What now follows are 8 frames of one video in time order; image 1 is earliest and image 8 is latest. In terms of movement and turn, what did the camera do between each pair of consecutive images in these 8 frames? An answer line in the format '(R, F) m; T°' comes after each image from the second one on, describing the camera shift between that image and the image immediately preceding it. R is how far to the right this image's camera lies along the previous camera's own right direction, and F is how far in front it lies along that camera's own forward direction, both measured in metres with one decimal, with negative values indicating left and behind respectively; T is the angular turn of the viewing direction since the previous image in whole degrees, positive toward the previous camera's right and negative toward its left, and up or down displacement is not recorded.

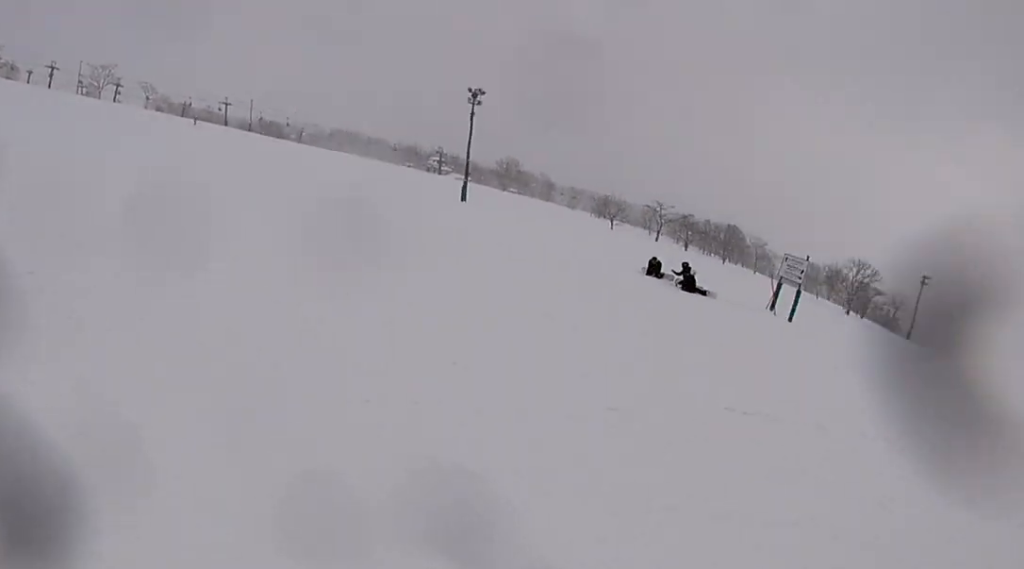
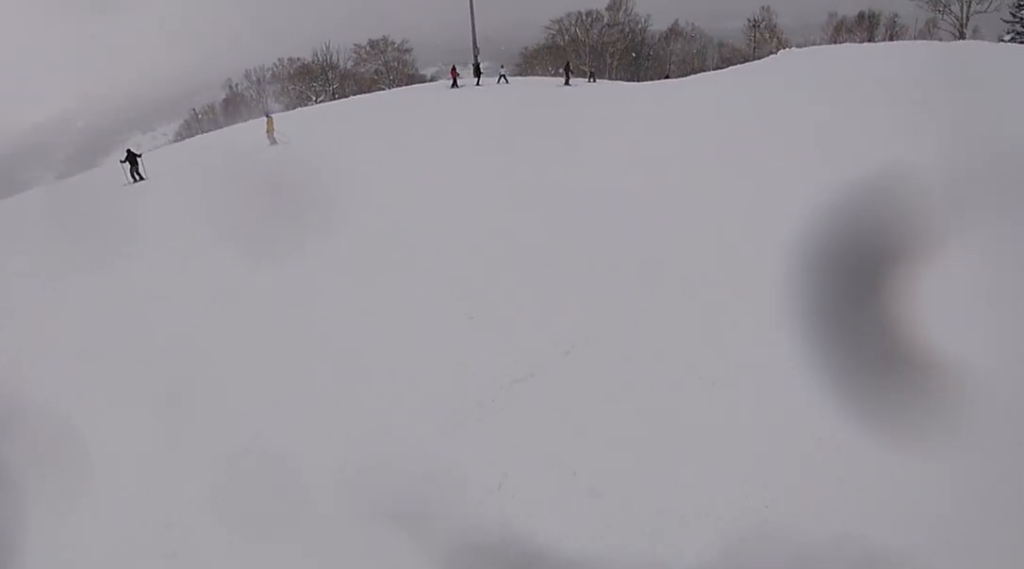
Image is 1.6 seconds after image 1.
(-0.1, +10.1) m; +13°
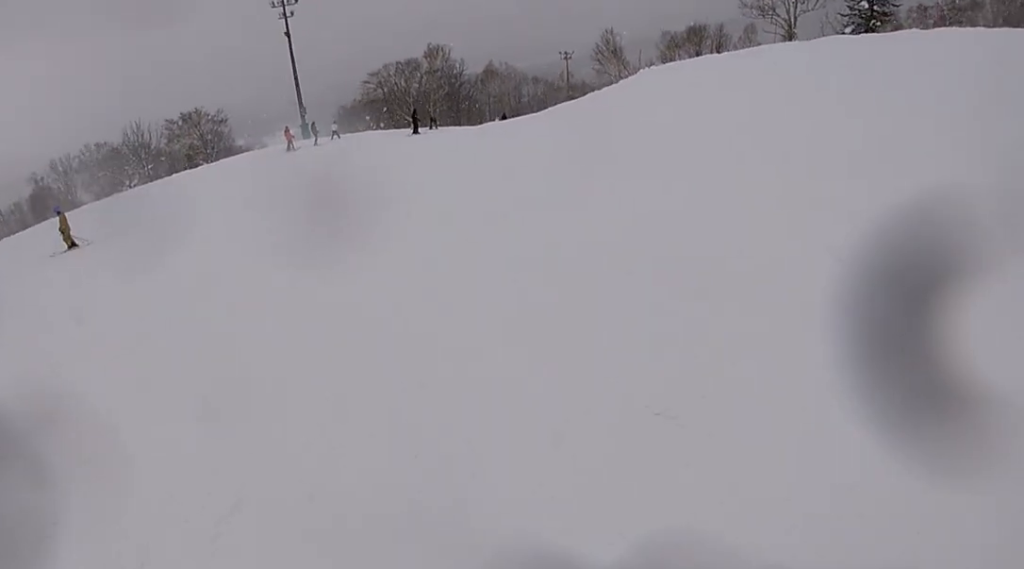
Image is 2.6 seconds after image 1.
(+0.8, +6.2) m; +29°
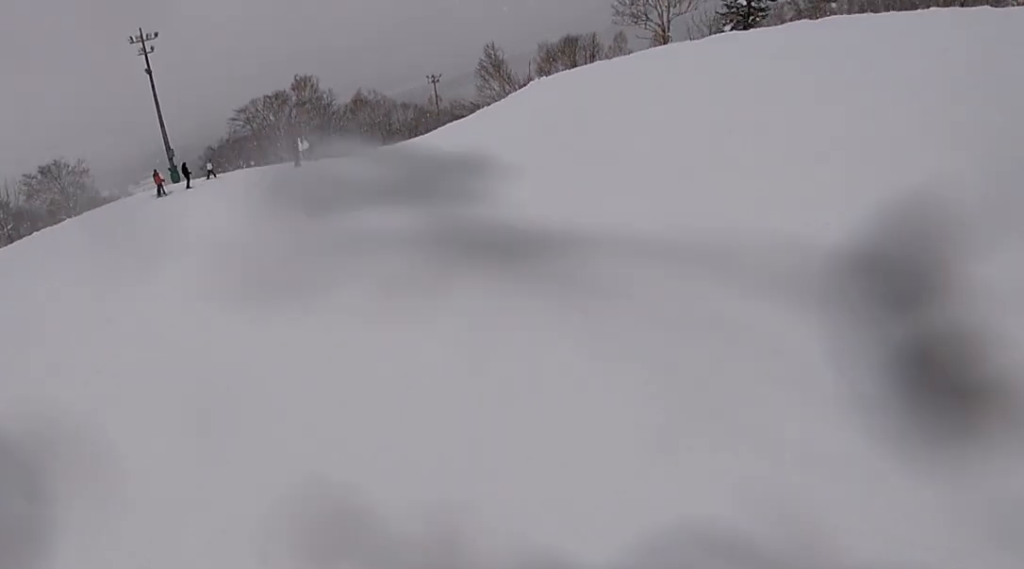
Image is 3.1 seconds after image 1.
(+0.7, +3.1) m; +15°
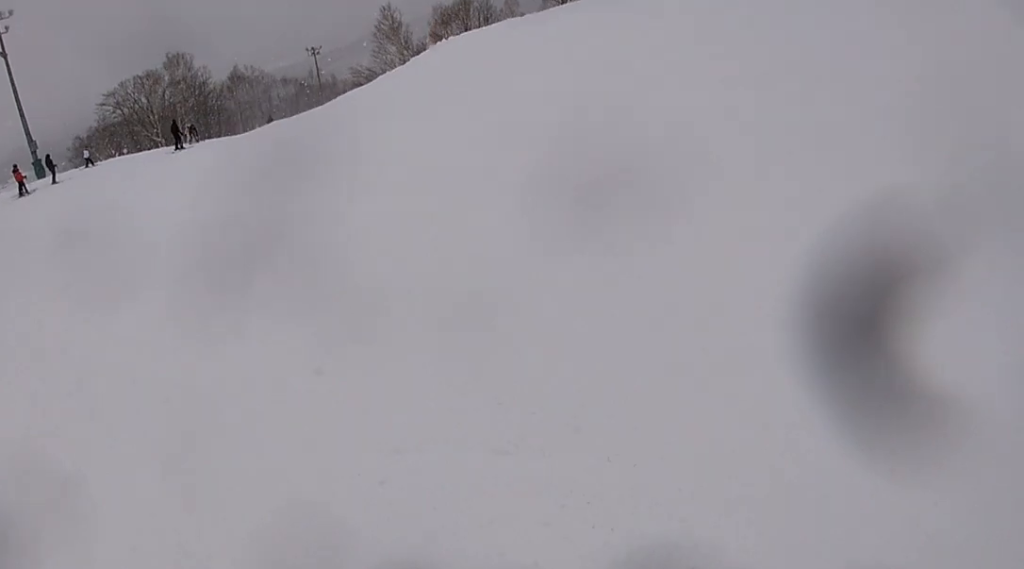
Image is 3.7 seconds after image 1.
(+1.2, +3.7) m; +16°
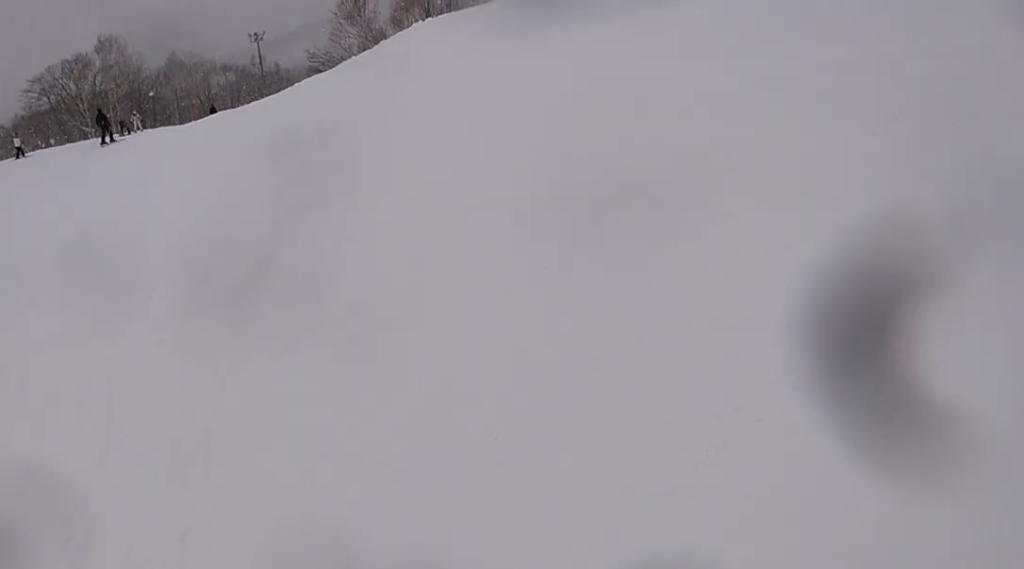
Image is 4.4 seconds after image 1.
(+0.2, +5.0) m; +3°
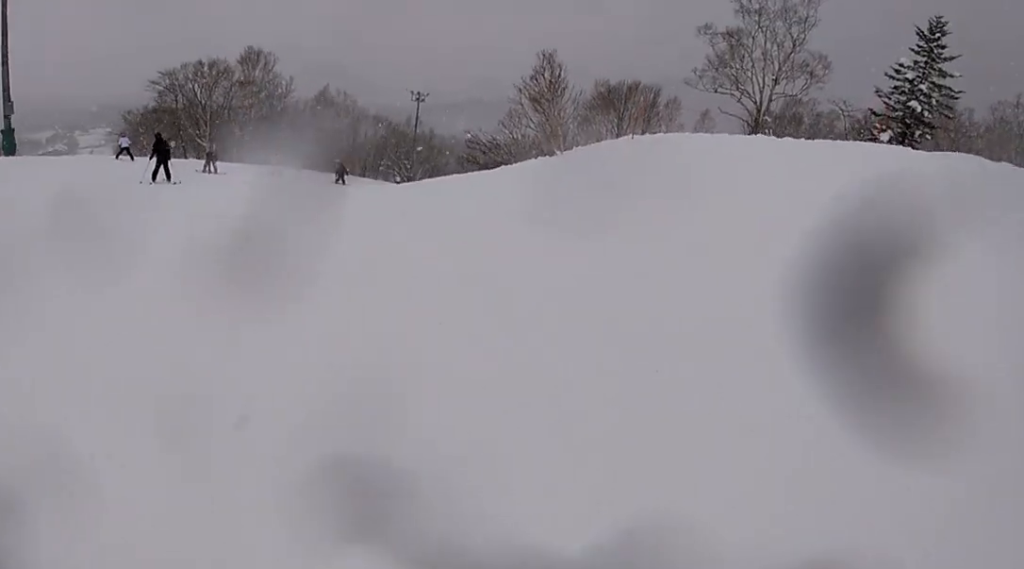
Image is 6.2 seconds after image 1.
(-1.3, +10.7) m; -22°
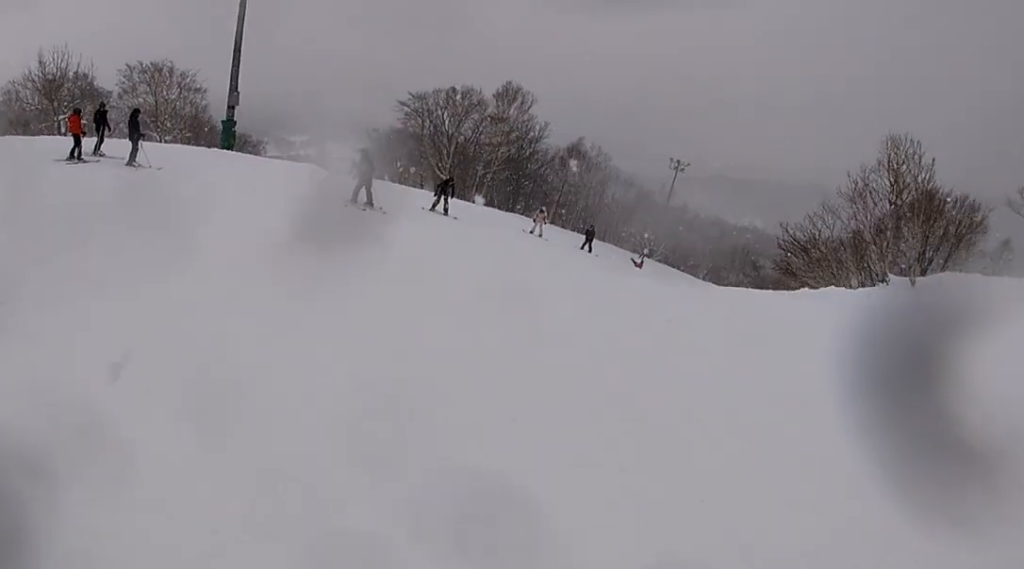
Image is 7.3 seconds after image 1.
(-1.1, +6.0) m; -11°
